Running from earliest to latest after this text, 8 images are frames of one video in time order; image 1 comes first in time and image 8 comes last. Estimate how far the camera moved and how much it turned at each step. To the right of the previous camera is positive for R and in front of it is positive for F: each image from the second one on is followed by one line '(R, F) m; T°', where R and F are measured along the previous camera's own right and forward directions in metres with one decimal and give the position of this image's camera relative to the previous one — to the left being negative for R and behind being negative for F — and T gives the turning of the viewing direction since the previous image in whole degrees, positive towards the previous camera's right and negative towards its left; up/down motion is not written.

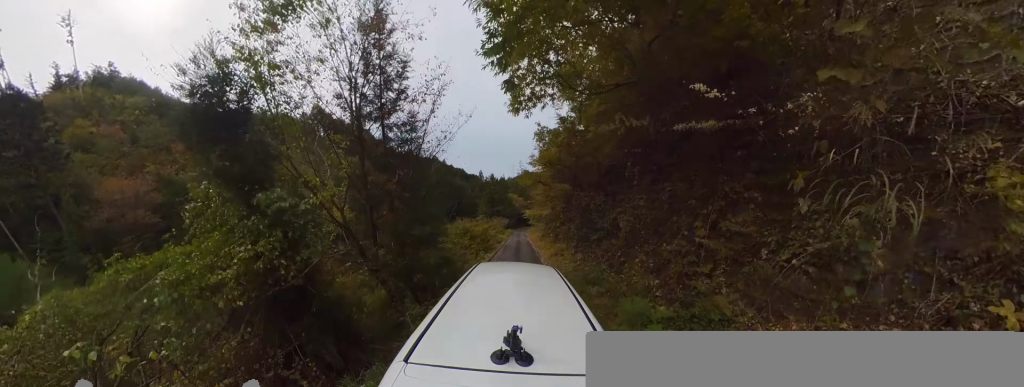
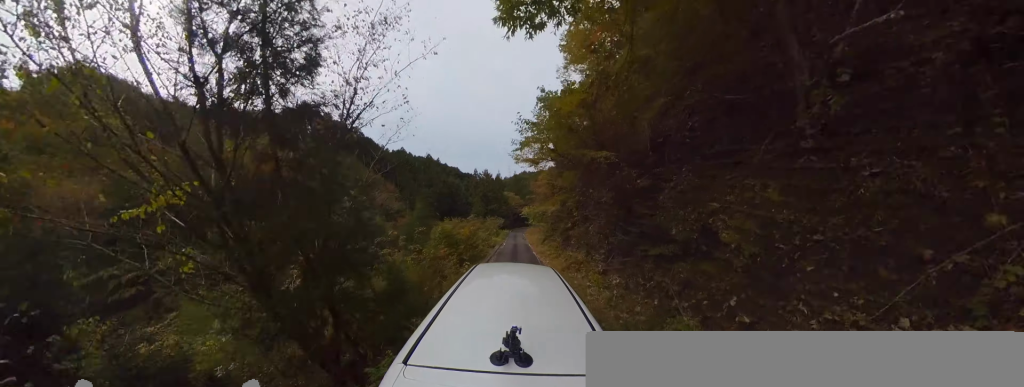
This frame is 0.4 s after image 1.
(-0.2, +3.0) m; -1°
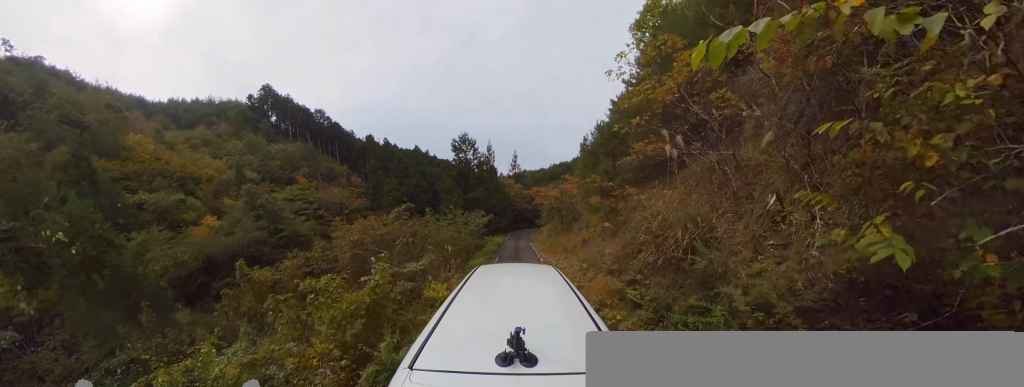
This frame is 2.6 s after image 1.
(+1.8, +14.6) m; +4°
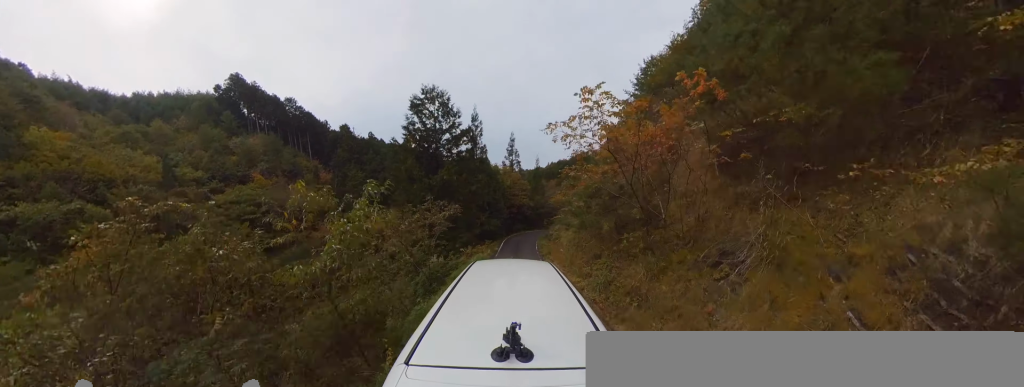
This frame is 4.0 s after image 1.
(-2.4, +9.4) m; +1°
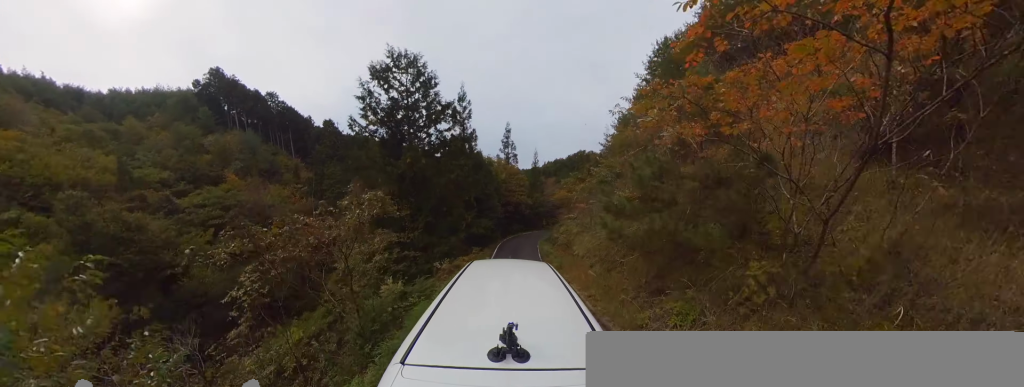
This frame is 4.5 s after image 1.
(+1.5, +3.6) m; +13°
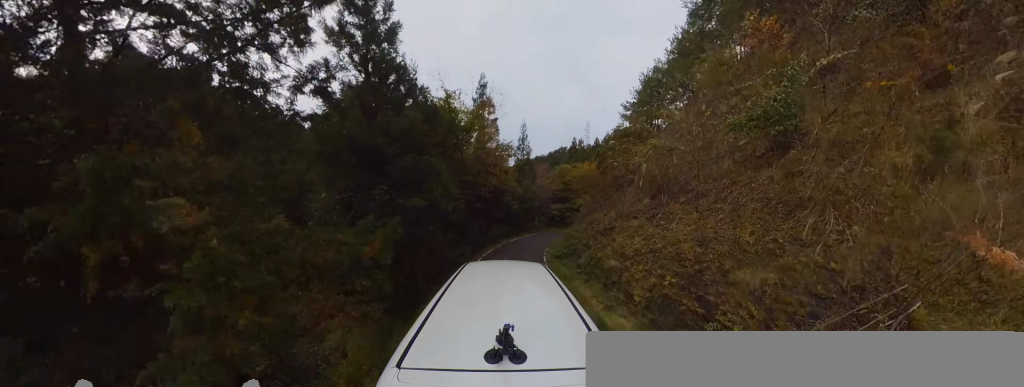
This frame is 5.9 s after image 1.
(+2.2, +10.7) m; +30°
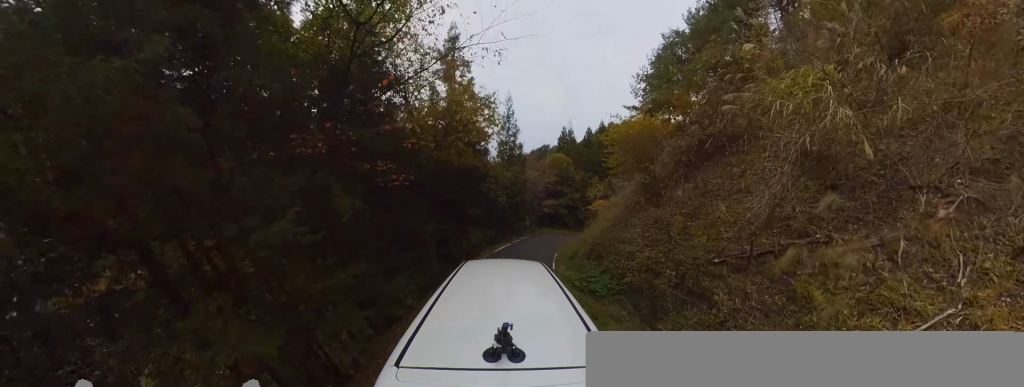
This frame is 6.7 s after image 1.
(+1.8, +5.6) m; +12°
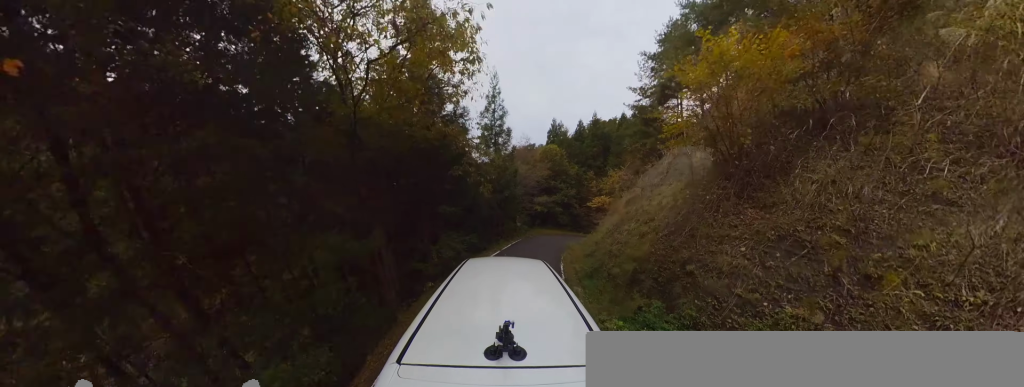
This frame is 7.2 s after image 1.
(+0.2, +3.6) m; +3°
